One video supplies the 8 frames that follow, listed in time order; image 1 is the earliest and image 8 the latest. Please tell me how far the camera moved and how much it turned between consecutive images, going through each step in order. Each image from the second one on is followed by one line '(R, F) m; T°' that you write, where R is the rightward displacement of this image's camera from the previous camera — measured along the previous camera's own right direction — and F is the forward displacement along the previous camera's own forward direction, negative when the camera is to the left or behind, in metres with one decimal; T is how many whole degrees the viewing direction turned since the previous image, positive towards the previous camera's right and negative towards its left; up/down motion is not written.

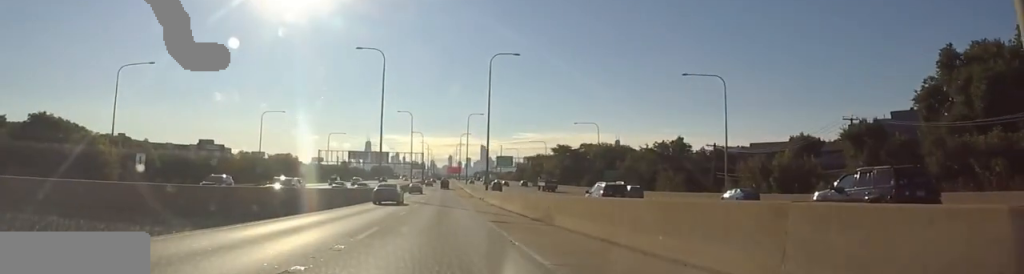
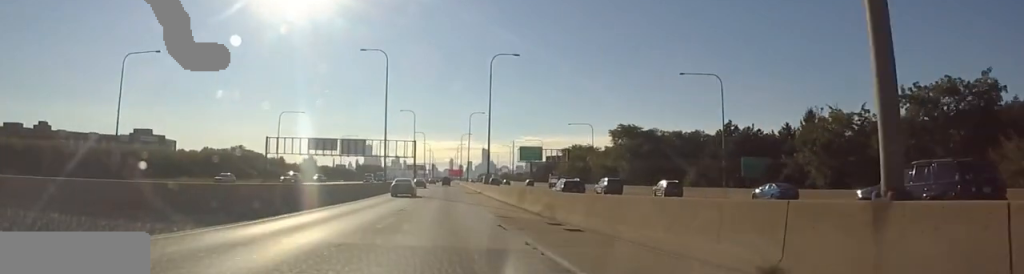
(+0.3, +56.9) m; -1°
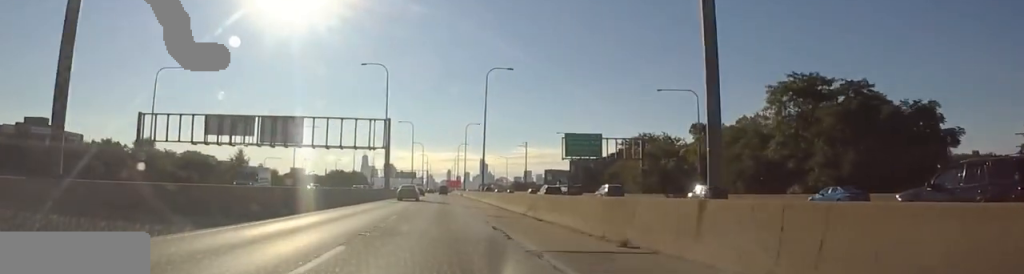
(+0.3, +54.9) m; +1°
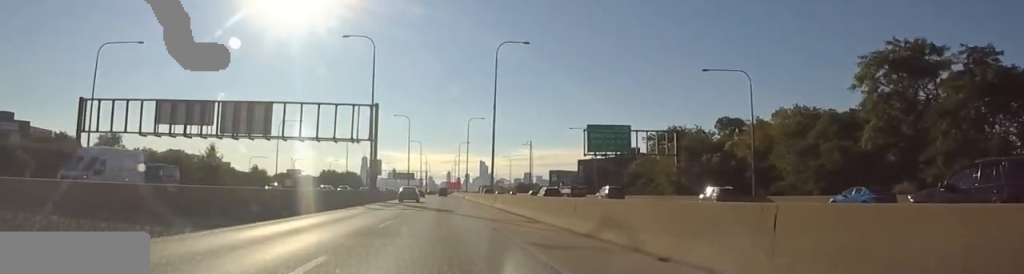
(-0.2, +13.4) m; 0°
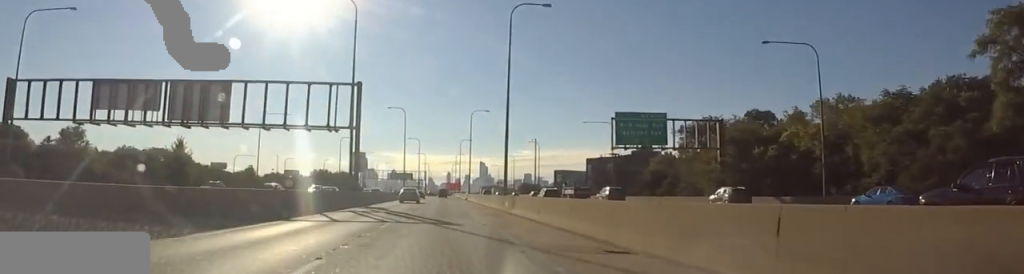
(+0.3, +12.1) m; -1°
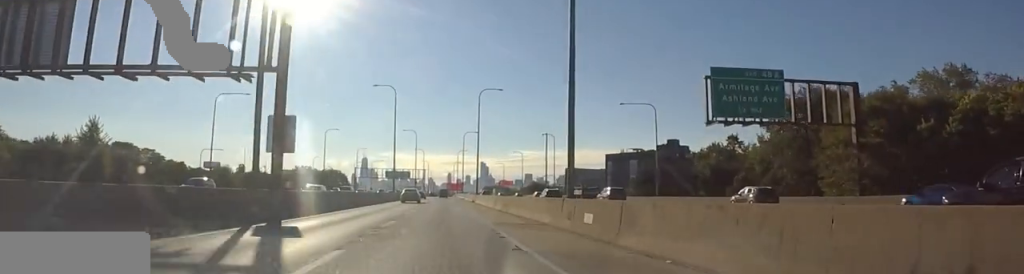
(0.0, +22.6) m; -1°
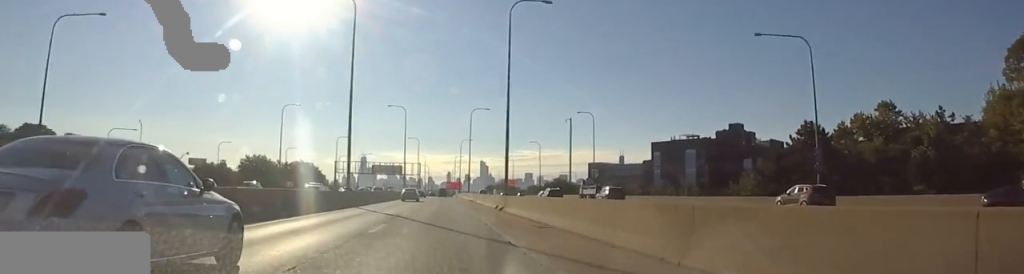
(0.0, +40.6) m; +1°
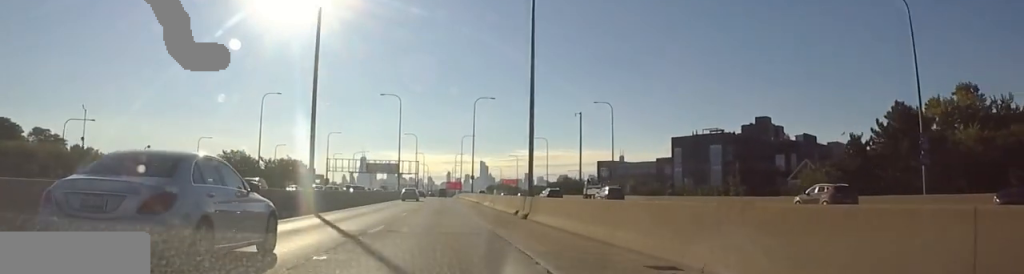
(+0.2, +12.6) m; 0°
